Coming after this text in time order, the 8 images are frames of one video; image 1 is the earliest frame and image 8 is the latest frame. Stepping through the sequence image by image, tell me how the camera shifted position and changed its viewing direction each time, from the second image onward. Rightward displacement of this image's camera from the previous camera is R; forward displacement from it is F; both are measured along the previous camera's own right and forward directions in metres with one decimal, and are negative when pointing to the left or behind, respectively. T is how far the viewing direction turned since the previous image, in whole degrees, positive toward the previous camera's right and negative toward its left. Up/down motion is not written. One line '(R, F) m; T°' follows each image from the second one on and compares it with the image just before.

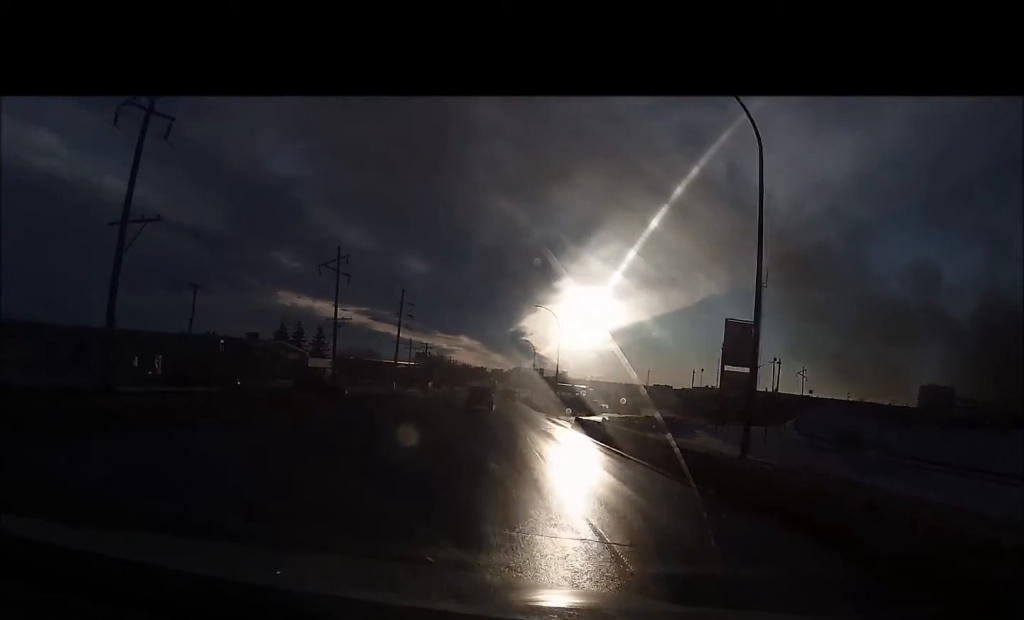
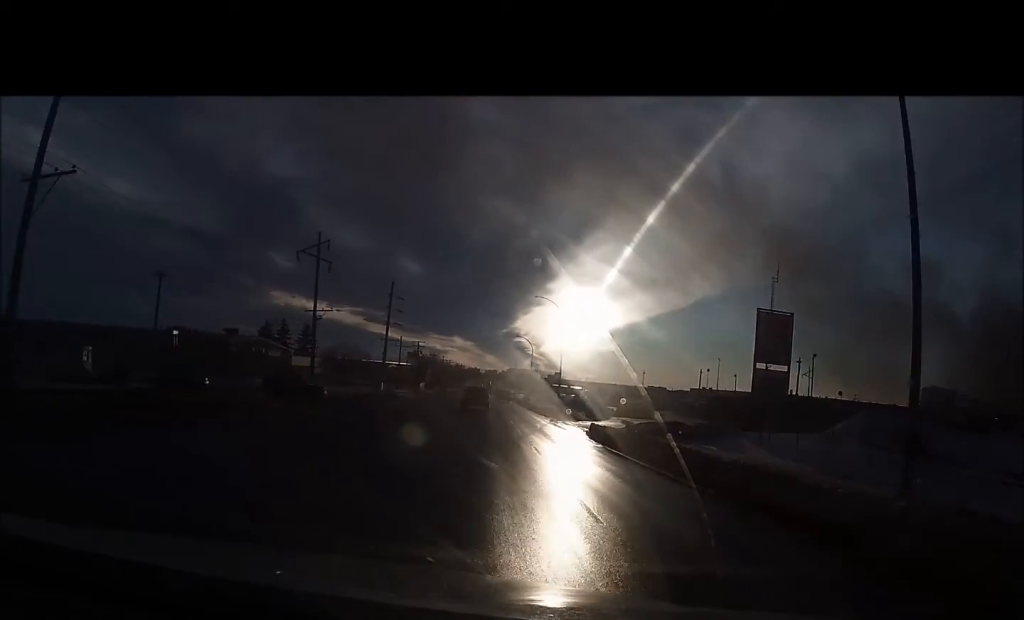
(0.0, +7.1) m; +1°
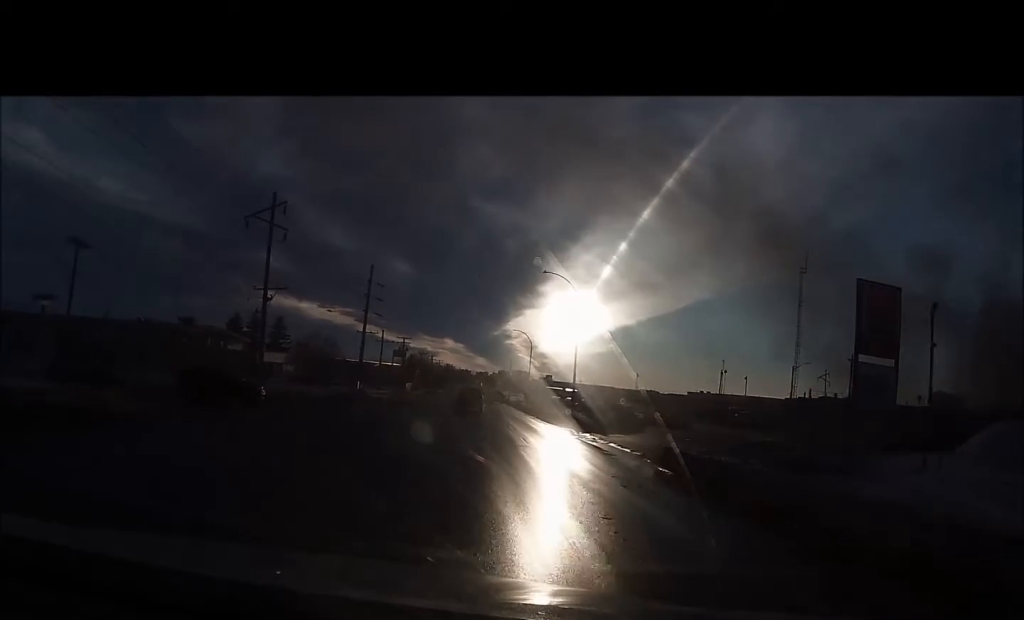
(+0.4, +13.8) m; +2°
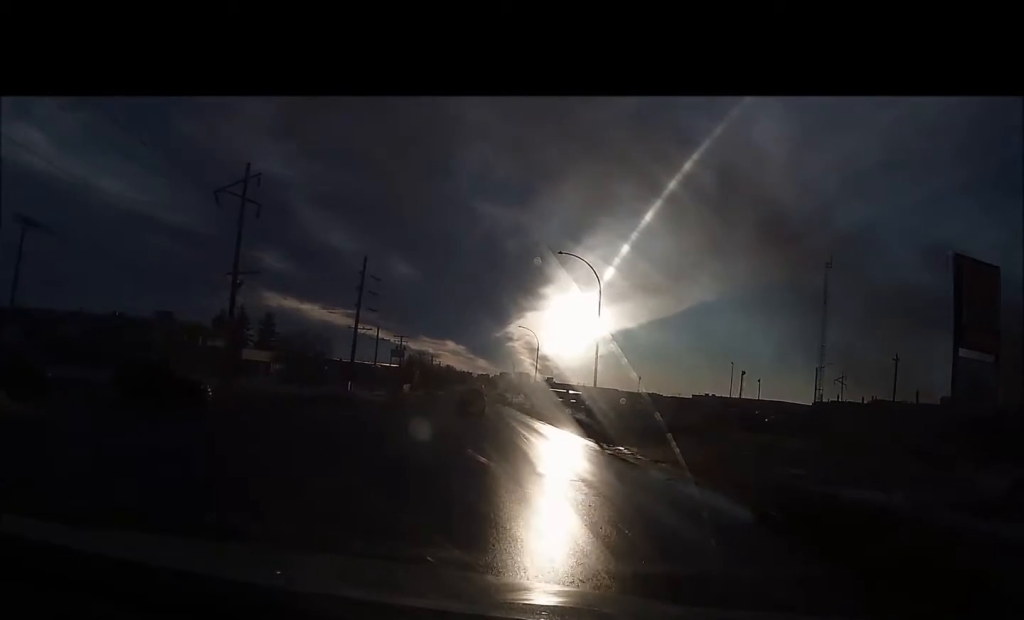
(0.0, +7.5) m; 0°
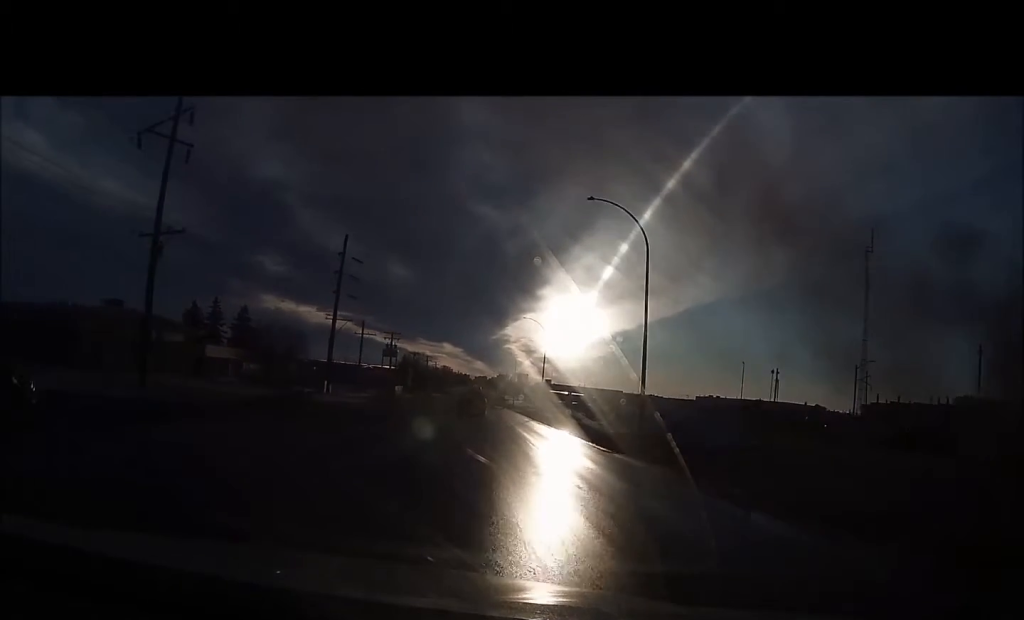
(0.0, +11.9) m; 0°
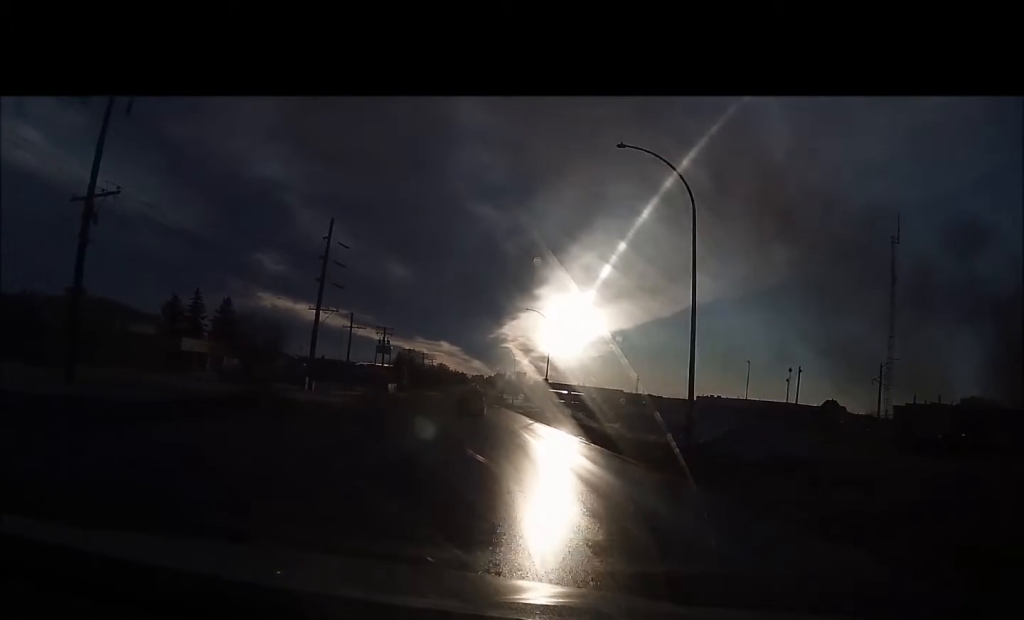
(0.0, +6.7) m; 0°
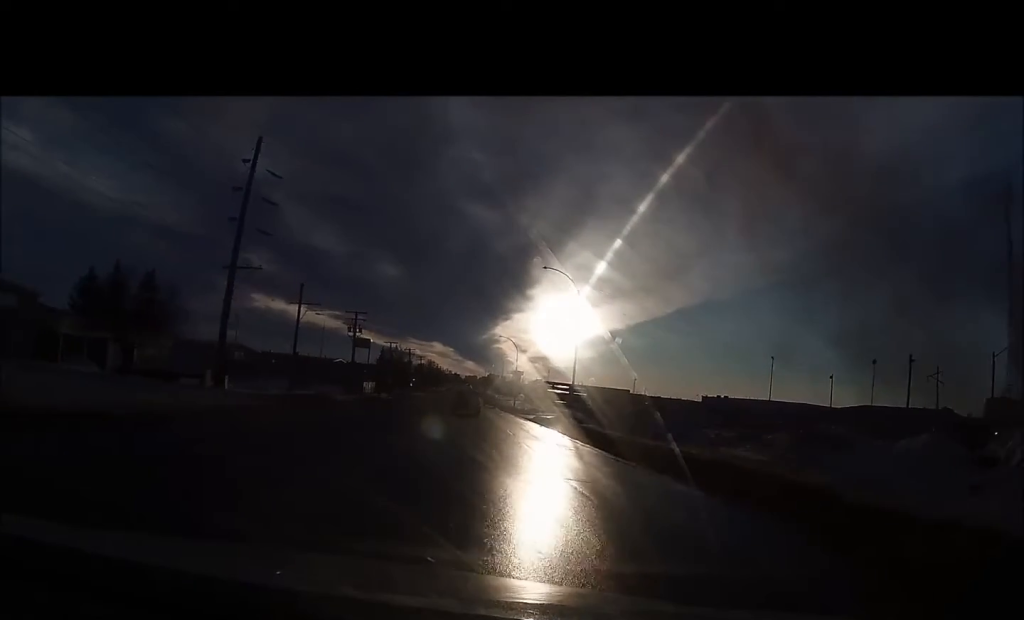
(0.0, +22.5) m; +1°
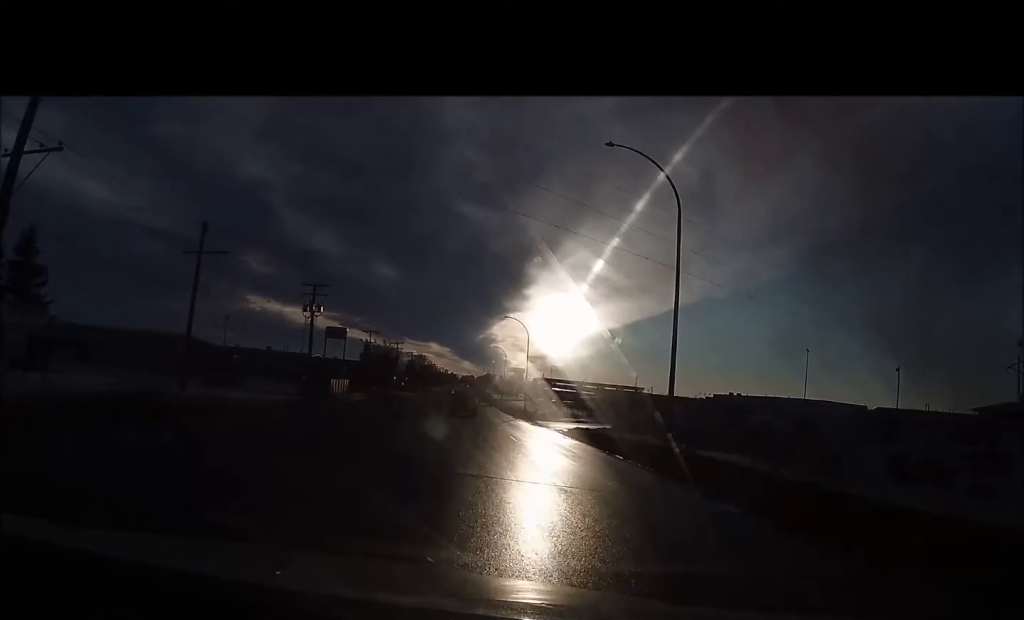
(+0.3, +24.5) m; -1°
